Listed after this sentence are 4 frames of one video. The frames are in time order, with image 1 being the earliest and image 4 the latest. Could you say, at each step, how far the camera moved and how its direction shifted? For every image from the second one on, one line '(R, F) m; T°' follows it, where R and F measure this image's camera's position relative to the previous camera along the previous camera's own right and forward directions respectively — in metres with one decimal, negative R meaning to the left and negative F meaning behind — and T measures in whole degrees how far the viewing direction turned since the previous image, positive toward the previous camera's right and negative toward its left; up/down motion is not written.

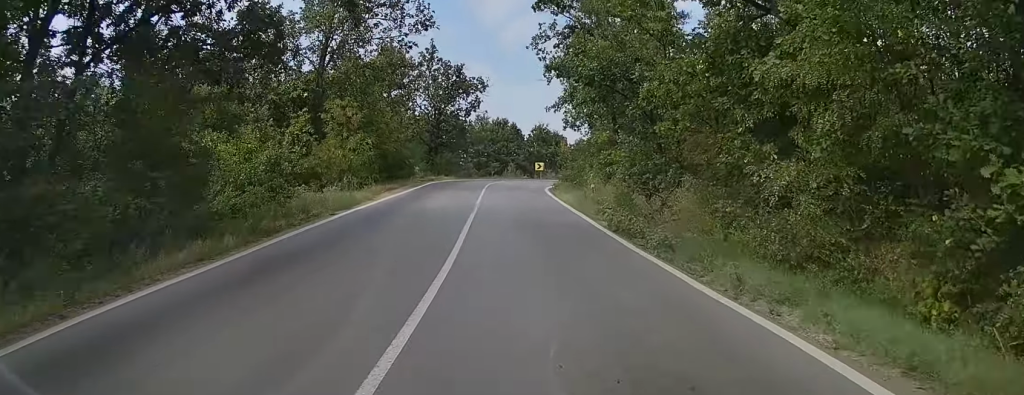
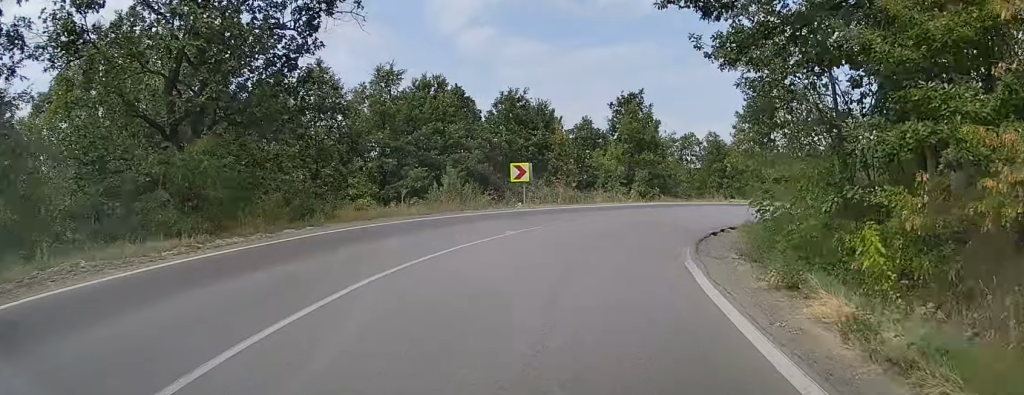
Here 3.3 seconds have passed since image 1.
(-1.3, +46.7) m; +5°
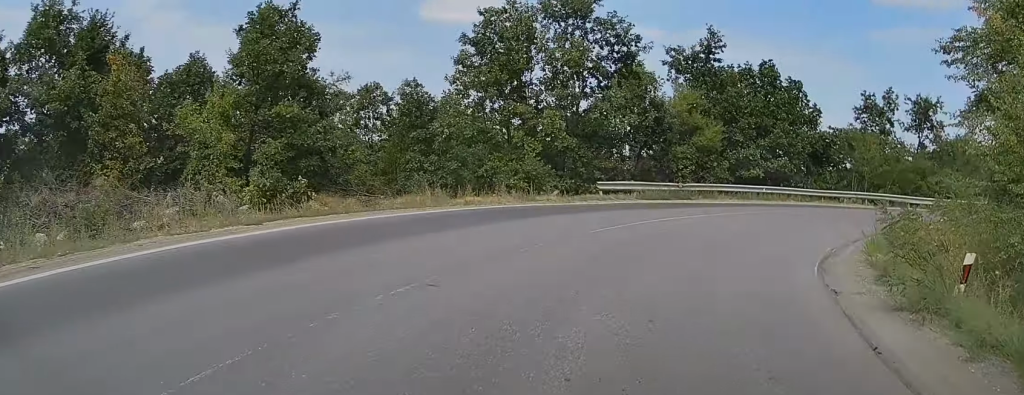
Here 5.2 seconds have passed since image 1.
(+4.2, +22.8) m; +24°
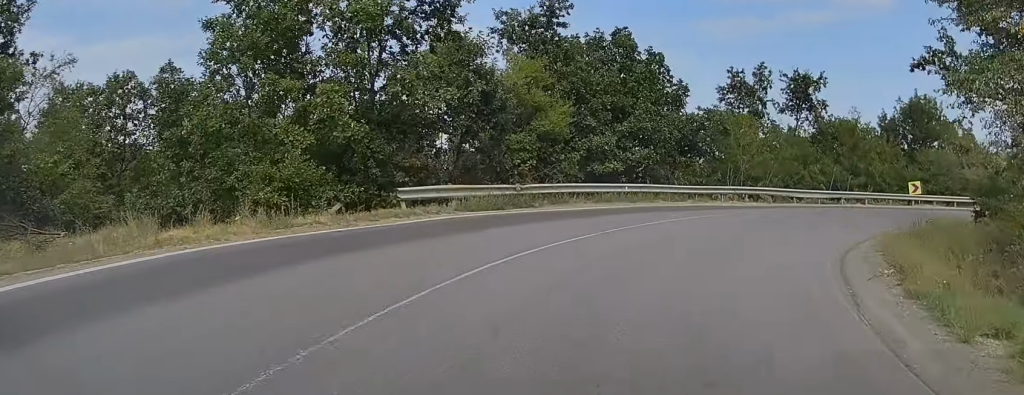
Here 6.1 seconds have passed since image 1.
(+0.8, +8.5) m; +14°
